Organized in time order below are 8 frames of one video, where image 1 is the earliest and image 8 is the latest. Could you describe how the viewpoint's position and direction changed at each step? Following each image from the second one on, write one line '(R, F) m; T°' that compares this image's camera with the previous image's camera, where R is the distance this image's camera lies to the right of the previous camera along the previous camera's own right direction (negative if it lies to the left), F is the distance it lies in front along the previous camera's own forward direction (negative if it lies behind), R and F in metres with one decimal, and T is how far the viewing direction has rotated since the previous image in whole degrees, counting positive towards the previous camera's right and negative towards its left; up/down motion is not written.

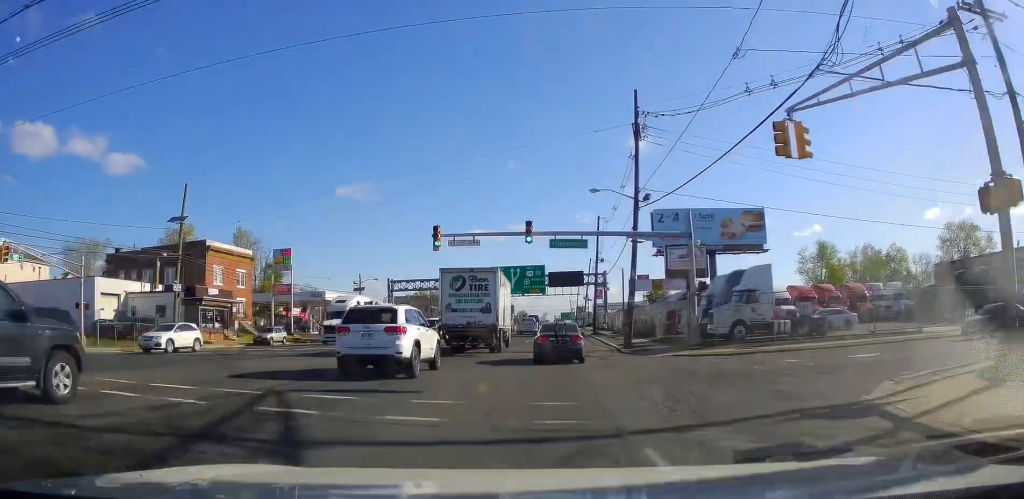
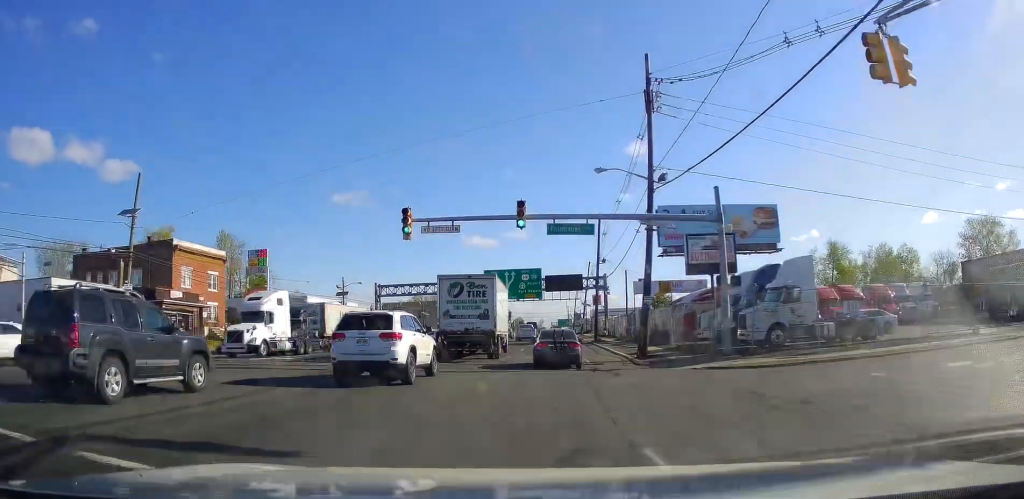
(+0.1, +5.7) m; +1°
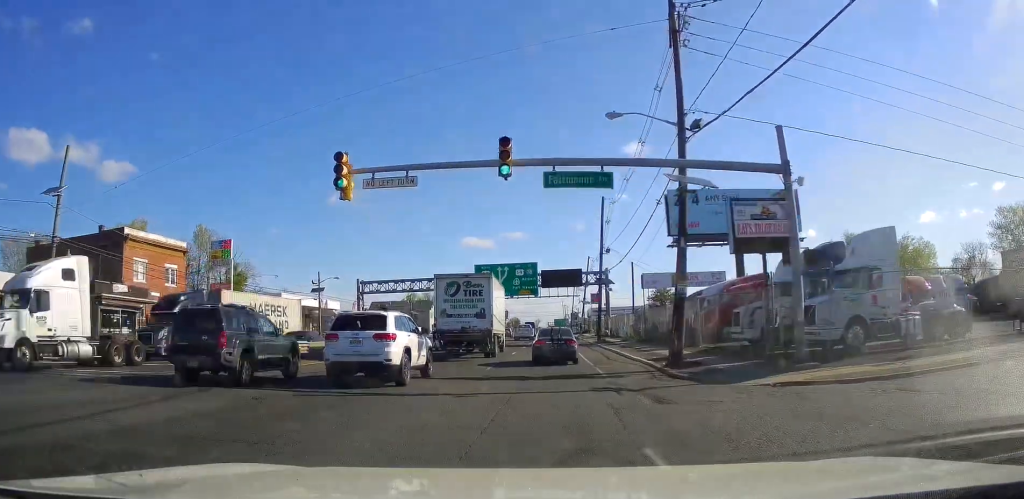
(+0.1, +7.3) m; +1°
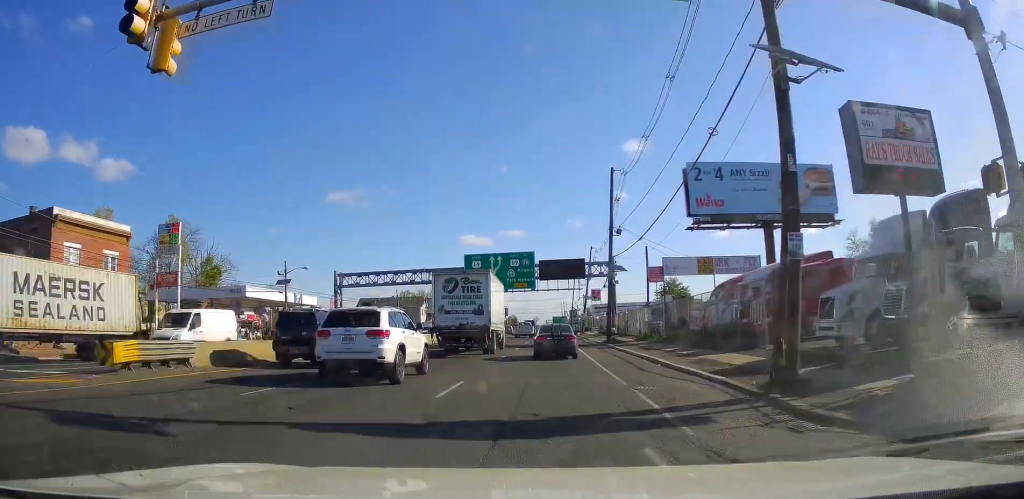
(+0.1, +9.0) m; +1°
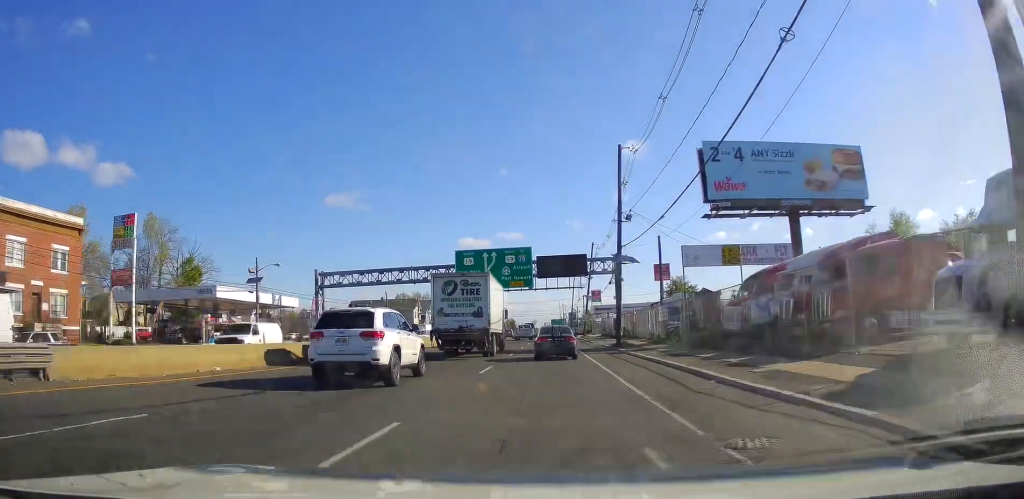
(+0.1, +6.4) m; -2°
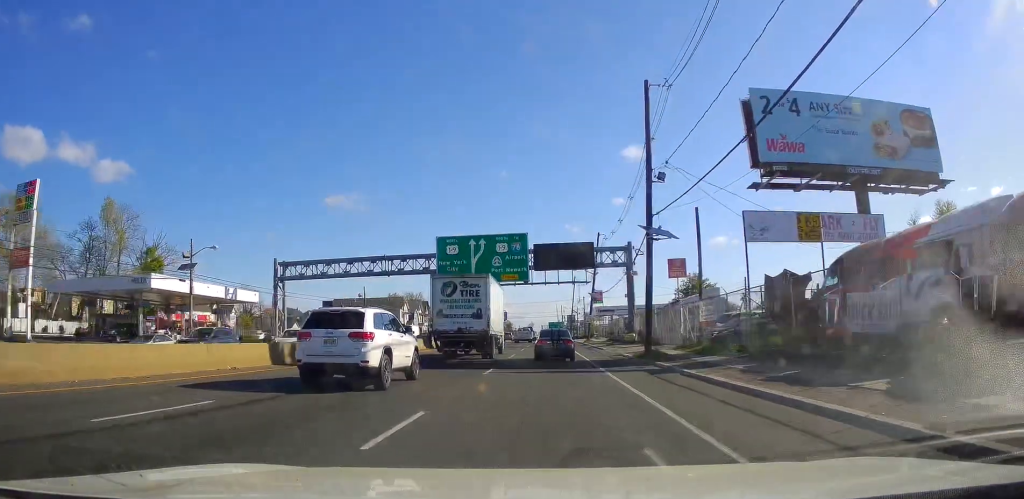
(-0.3, +11.0) m; -1°
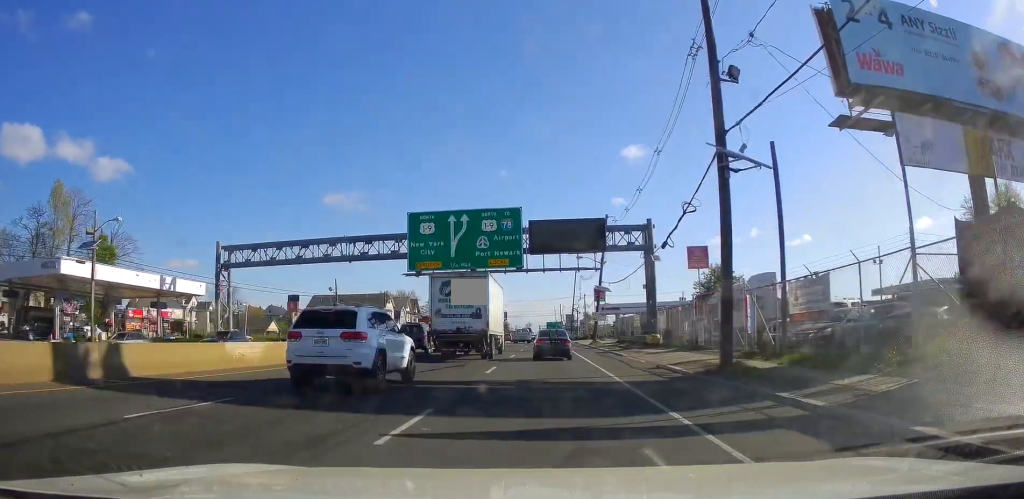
(0.0, +11.8) m; +2°
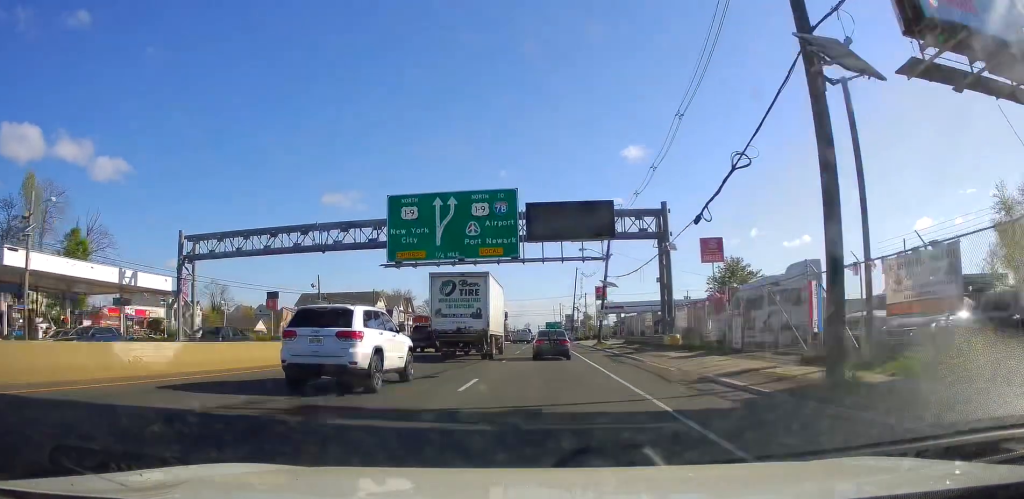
(+0.2, +5.8) m; +2°
